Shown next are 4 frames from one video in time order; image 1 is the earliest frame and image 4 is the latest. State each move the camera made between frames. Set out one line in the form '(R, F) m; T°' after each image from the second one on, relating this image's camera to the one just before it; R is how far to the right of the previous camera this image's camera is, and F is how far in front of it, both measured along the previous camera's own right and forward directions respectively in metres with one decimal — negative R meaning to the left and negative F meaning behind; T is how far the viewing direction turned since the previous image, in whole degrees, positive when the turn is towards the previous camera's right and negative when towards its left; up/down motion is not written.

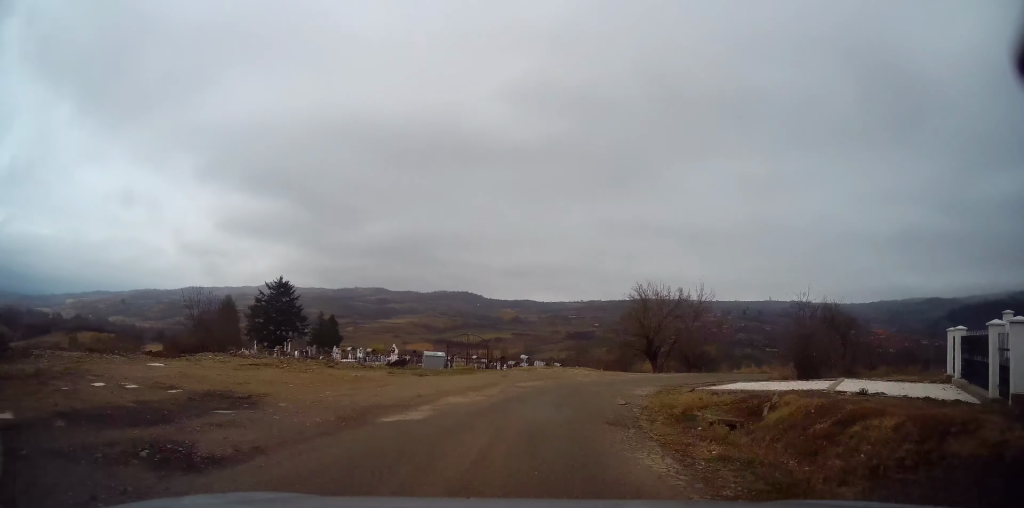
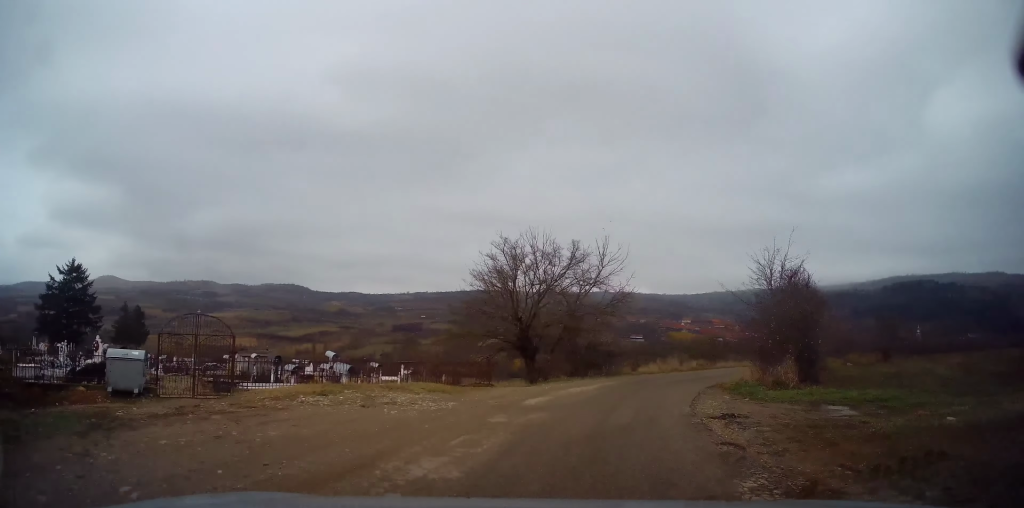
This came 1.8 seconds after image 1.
(+2.3, +17.8) m; +21°
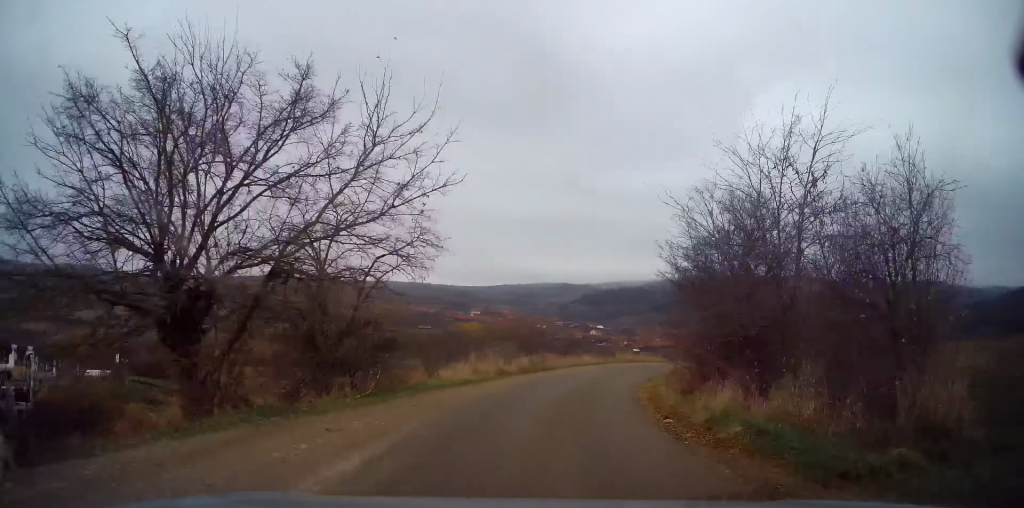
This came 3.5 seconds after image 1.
(+3.9, +15.5) m; +22°
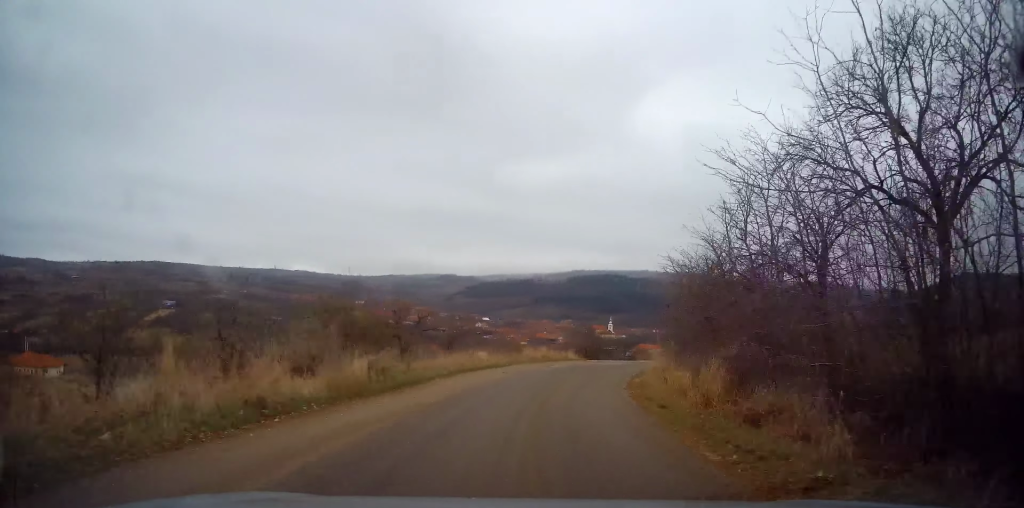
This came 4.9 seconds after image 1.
(+1.2, +14.6) m; +12°
